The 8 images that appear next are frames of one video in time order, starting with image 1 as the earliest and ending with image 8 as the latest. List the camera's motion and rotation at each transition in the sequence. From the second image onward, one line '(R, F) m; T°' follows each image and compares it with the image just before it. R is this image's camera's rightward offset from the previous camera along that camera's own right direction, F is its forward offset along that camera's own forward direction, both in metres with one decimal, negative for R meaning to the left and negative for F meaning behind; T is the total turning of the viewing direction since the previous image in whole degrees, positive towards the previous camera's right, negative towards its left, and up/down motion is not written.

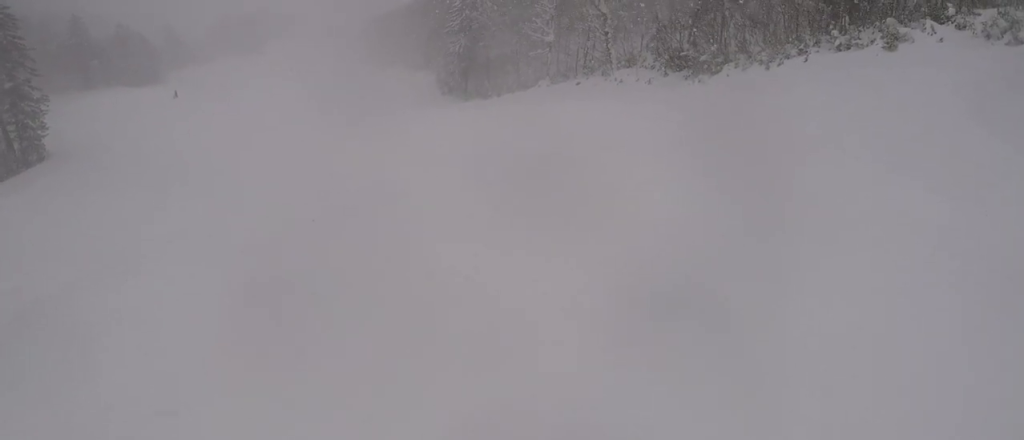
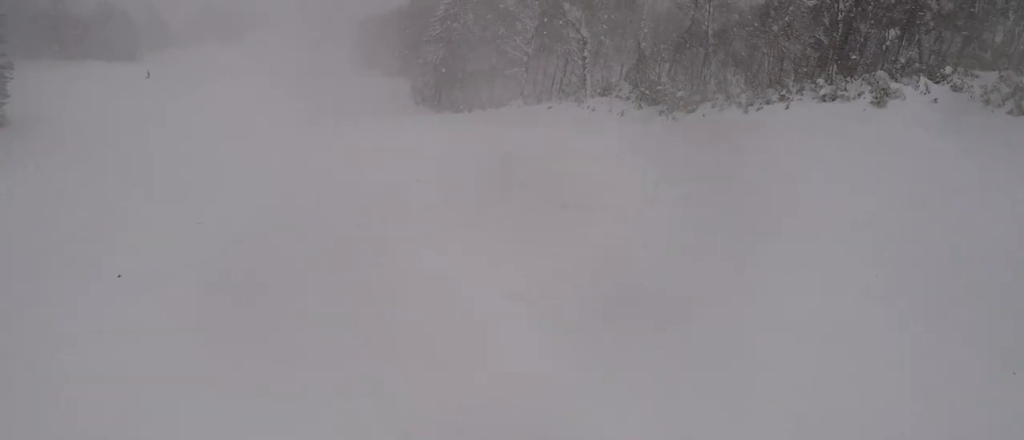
(+0.2, +2.7) m; -16°
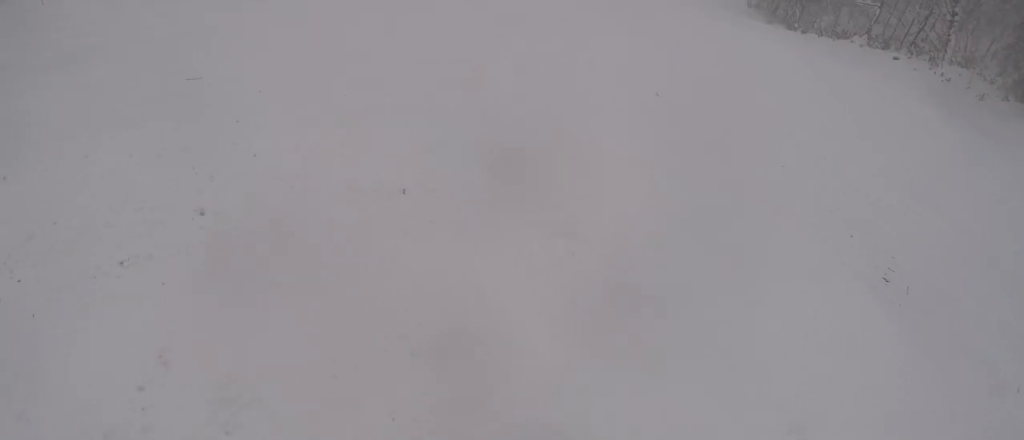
(-2.2, +7.1) m; -10°
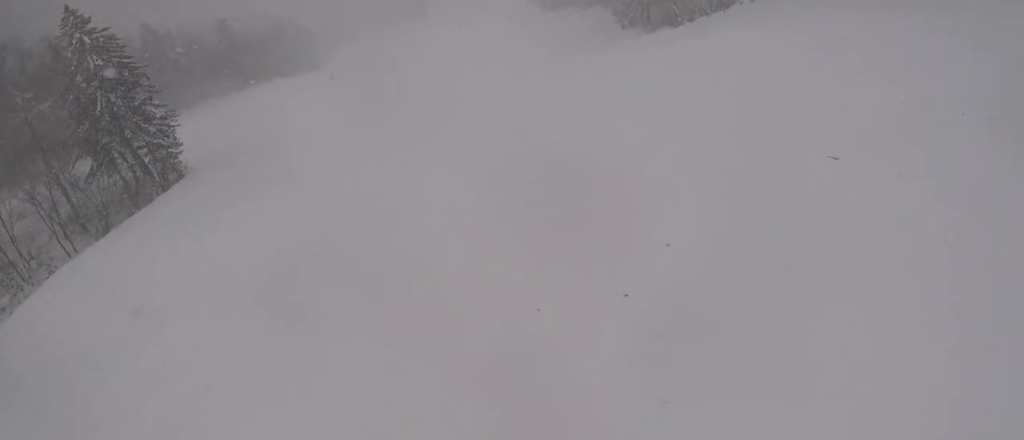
(+0.8, +6.0) m; +18°
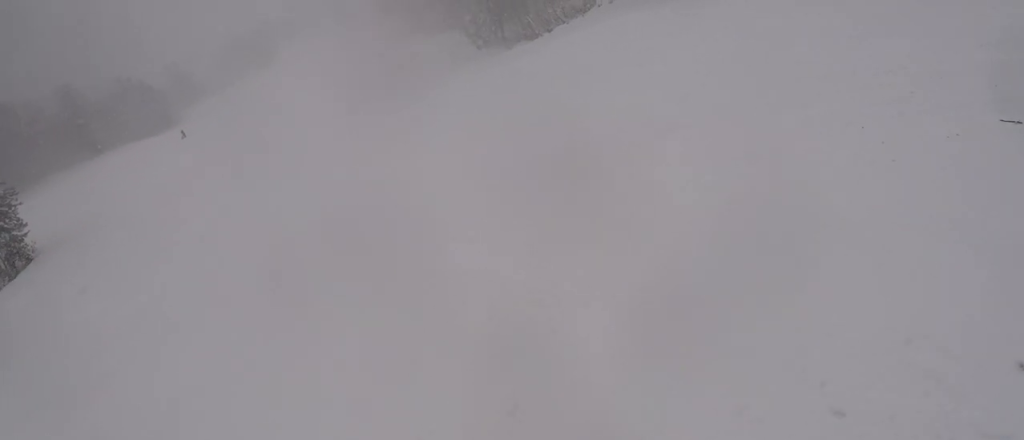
(-0.3, +3.2) m; +12°
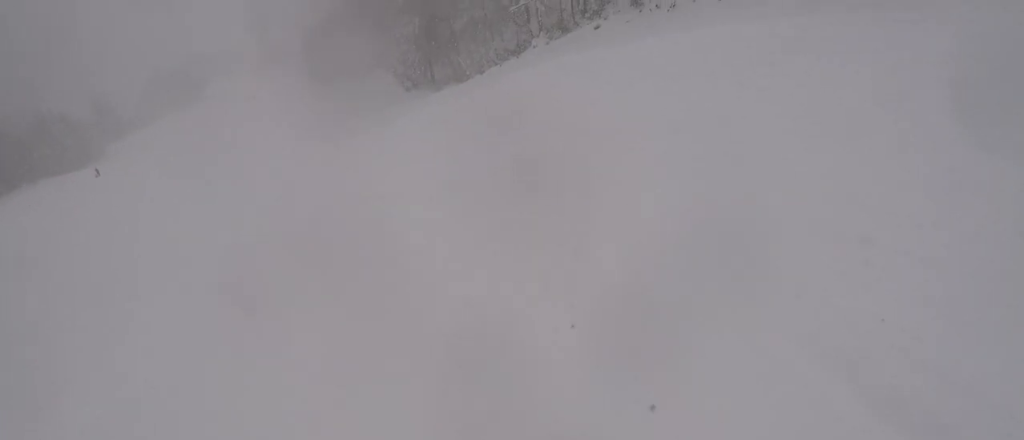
(+1.0, +3.5) m; -6°
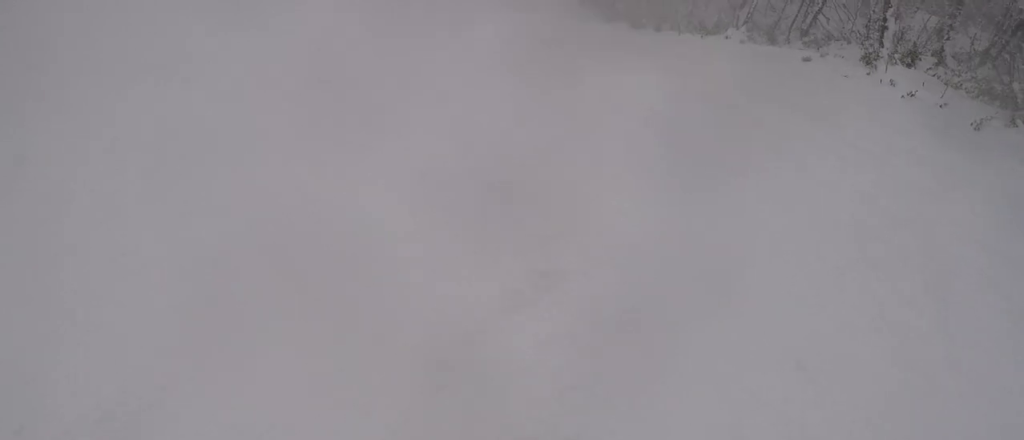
(-3.6, +8.3) m; -36°
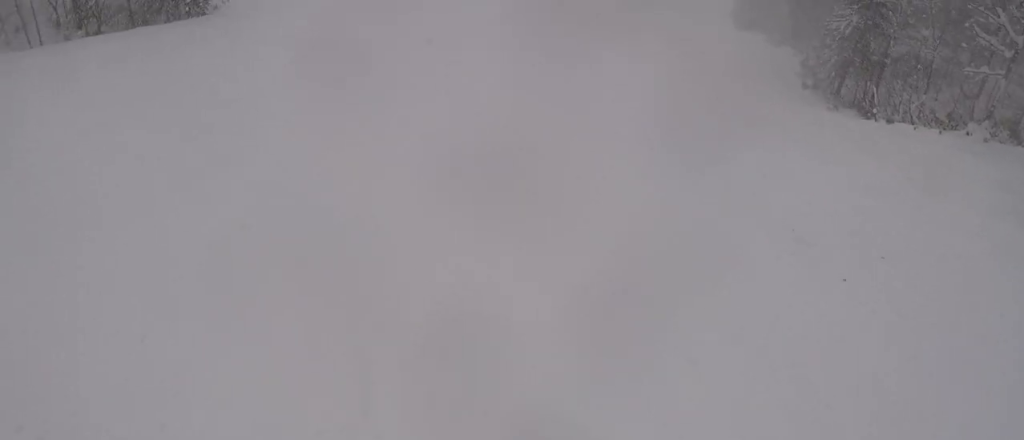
(-0.4, +3.6) m; +4°
